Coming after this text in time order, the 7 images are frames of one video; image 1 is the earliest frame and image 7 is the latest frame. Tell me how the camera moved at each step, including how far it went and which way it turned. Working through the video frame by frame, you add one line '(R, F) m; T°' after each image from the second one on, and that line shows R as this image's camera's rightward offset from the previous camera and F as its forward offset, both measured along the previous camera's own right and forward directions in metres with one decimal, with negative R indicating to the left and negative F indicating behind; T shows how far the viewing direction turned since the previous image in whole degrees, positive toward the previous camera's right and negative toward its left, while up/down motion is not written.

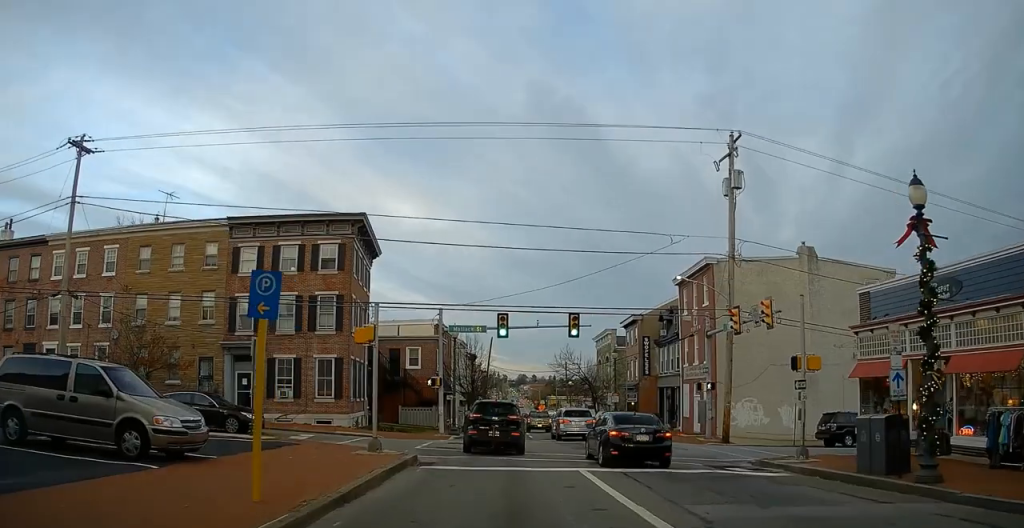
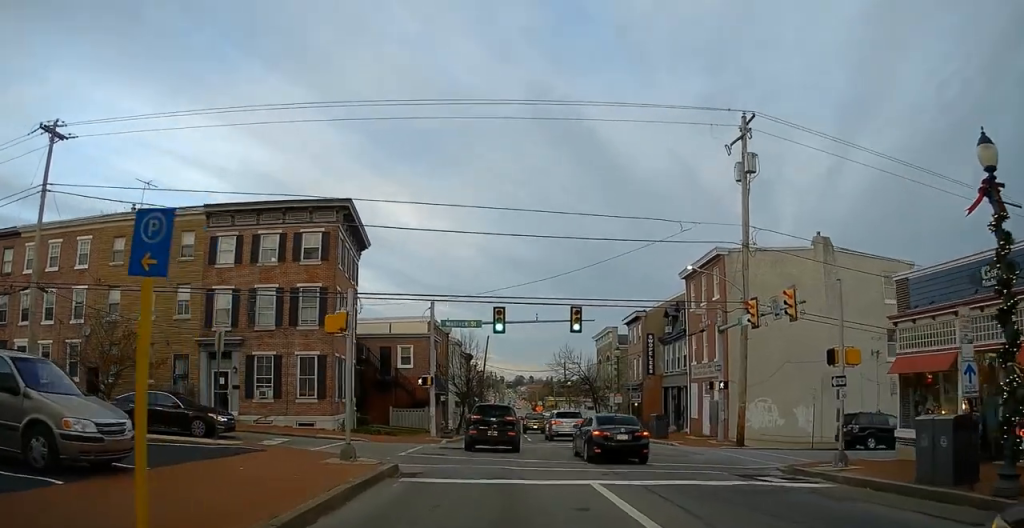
(+0.1, +2.4) m; 0°
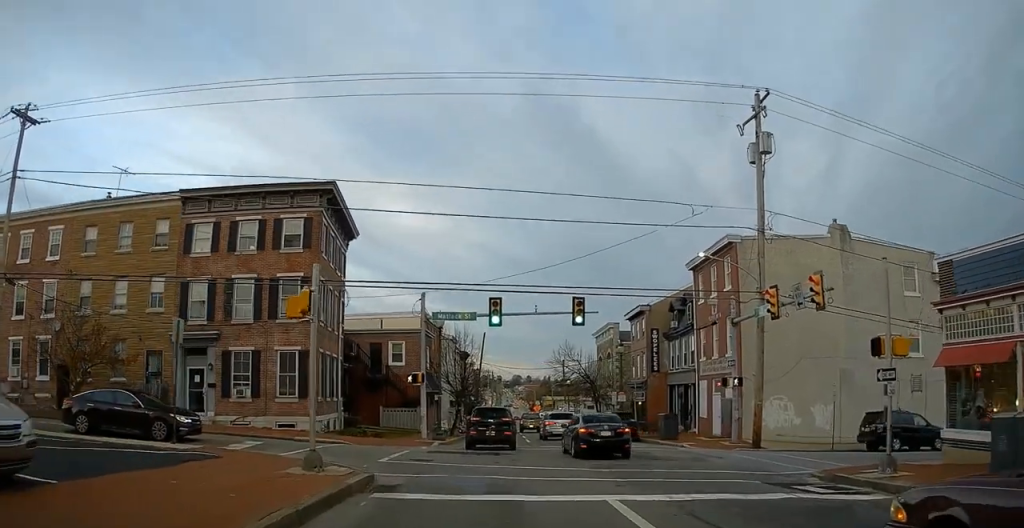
(0.0, +2.3) m; +1°
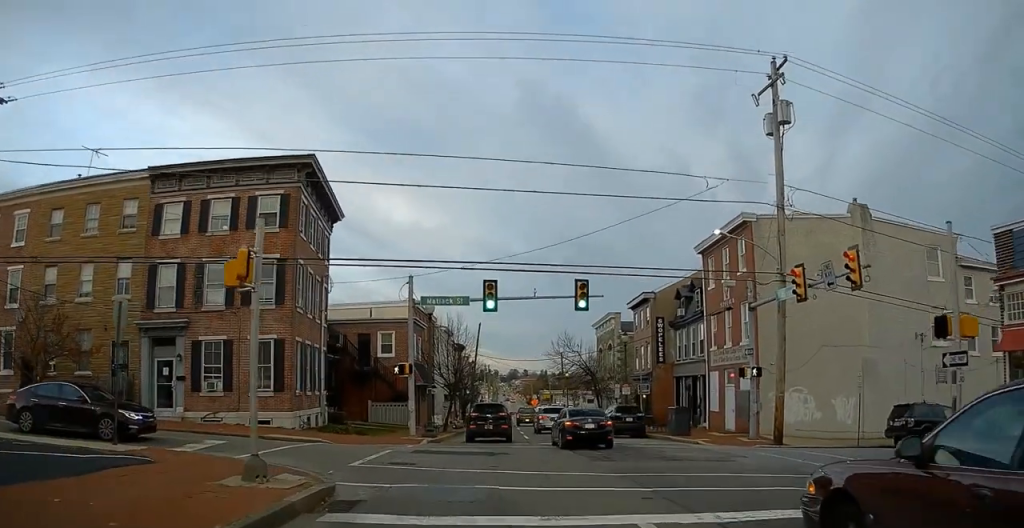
(-0.1, +2.5) m; +2°
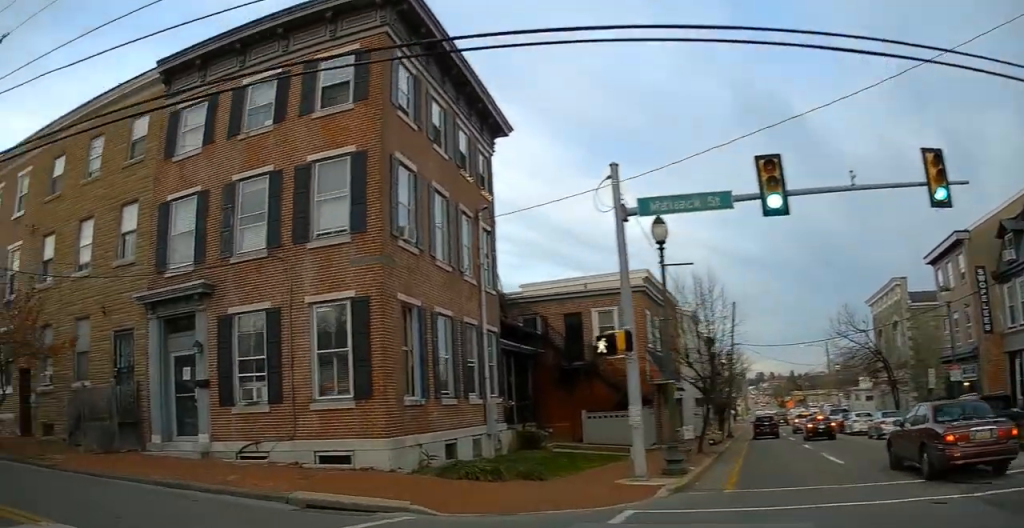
(-1.1, +15.1) m; -25°
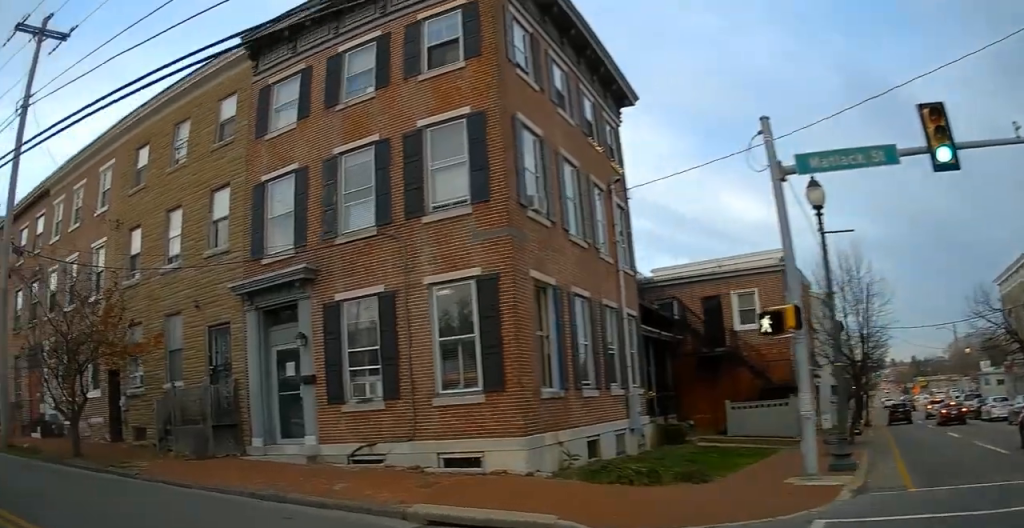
(-0.4, +2.3) m; -7°
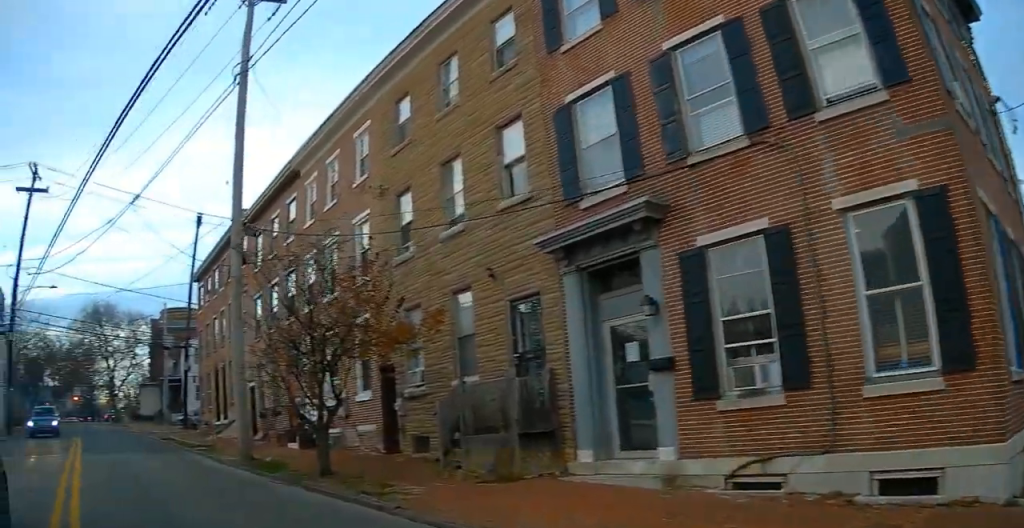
(-0.4, +5.1) m; -11°
